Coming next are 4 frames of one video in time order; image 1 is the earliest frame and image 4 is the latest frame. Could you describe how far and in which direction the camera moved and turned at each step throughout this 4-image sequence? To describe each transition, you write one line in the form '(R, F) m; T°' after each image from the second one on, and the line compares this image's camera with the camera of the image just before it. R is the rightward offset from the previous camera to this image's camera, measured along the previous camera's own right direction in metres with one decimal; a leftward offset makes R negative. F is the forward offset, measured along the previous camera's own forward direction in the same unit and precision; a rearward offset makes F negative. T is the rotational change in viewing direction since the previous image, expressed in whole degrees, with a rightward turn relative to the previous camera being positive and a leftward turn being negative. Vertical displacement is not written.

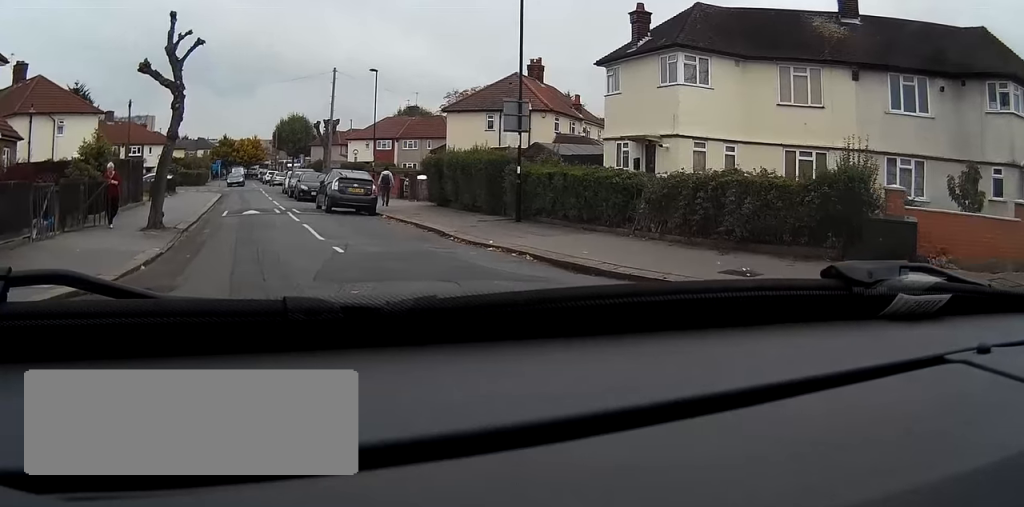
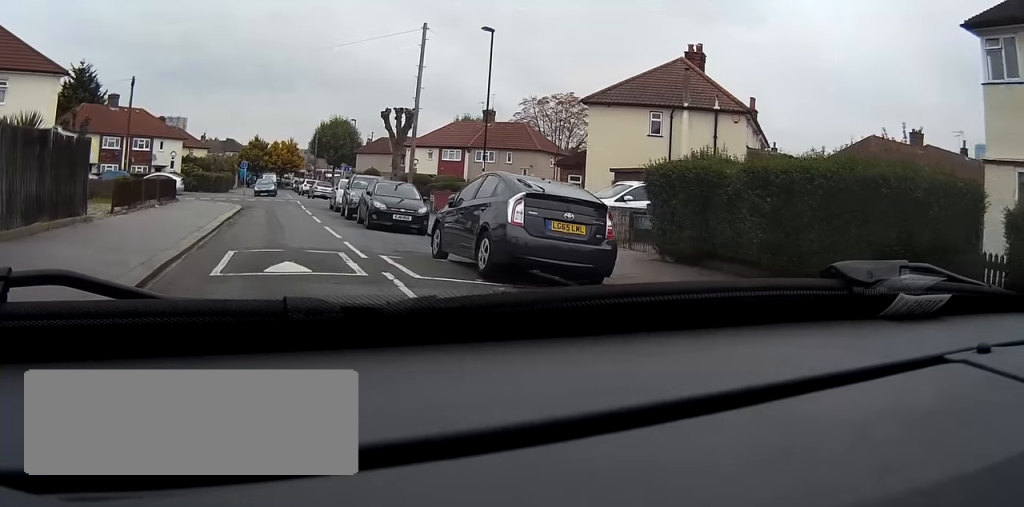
(-0.4, +15.2) m; +1°
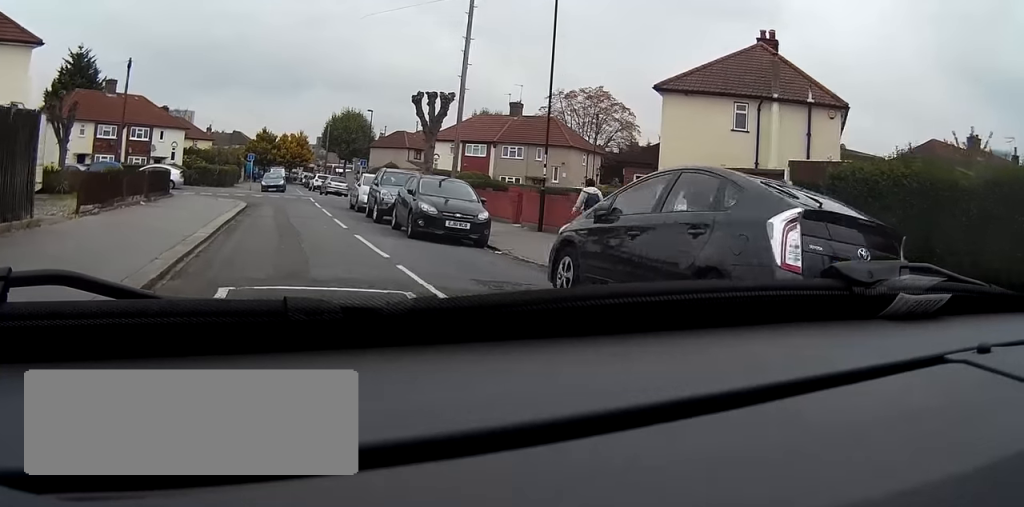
(+0.1, +4.9) m; 0°
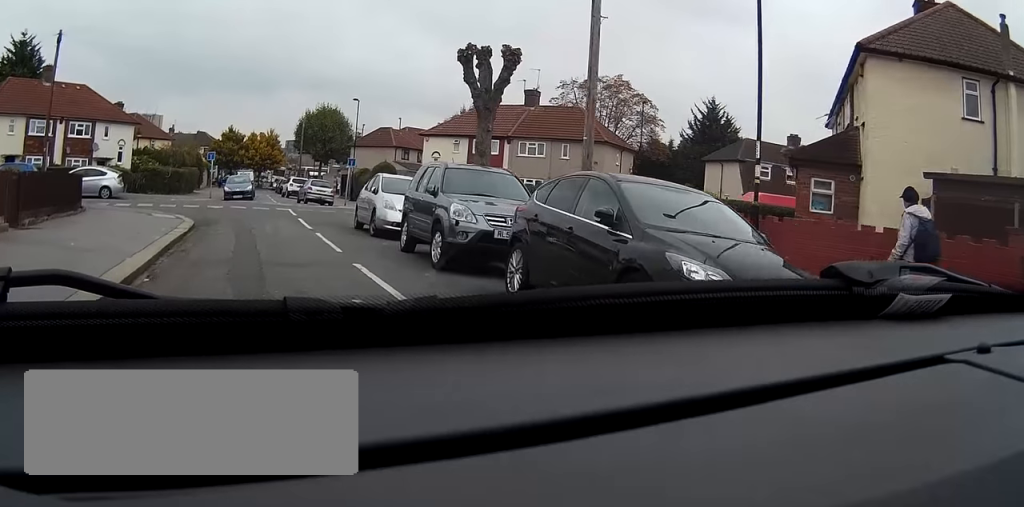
(-0.6, +11.1) m; -8°
